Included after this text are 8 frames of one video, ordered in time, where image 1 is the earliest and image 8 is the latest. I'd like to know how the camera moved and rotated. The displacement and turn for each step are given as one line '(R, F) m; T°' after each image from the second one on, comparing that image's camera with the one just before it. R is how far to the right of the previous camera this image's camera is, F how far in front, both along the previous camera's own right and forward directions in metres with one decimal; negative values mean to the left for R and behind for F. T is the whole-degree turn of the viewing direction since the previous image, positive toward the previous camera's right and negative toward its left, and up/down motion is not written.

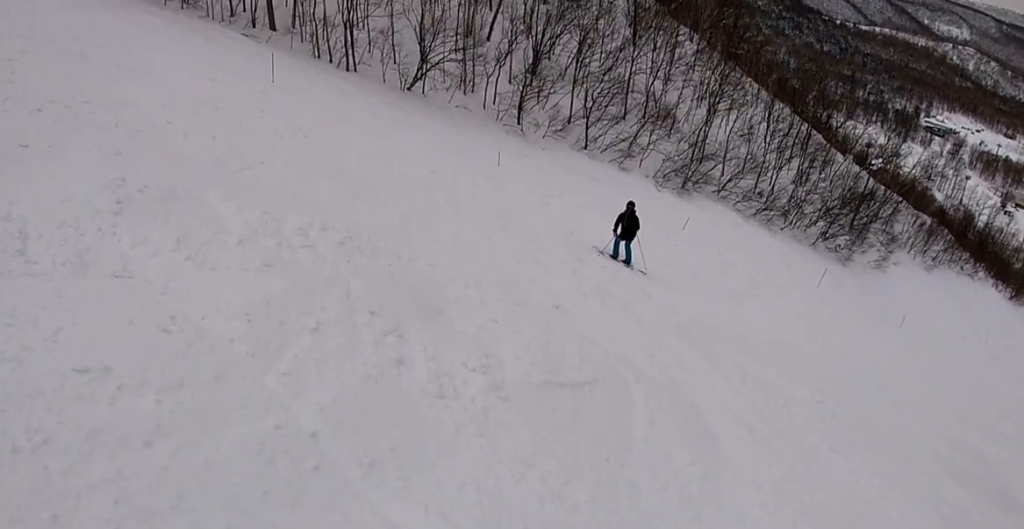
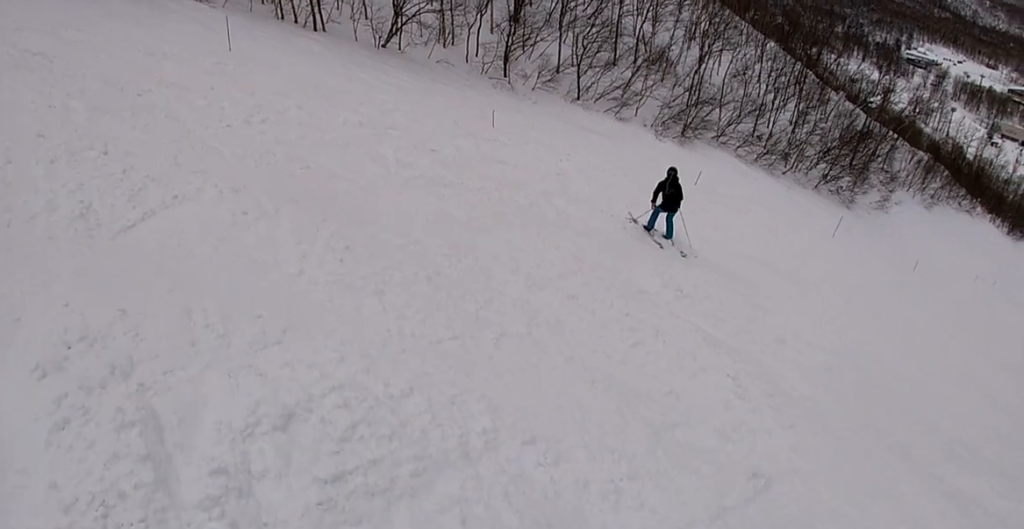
(0.0, +2.9) m; +3°
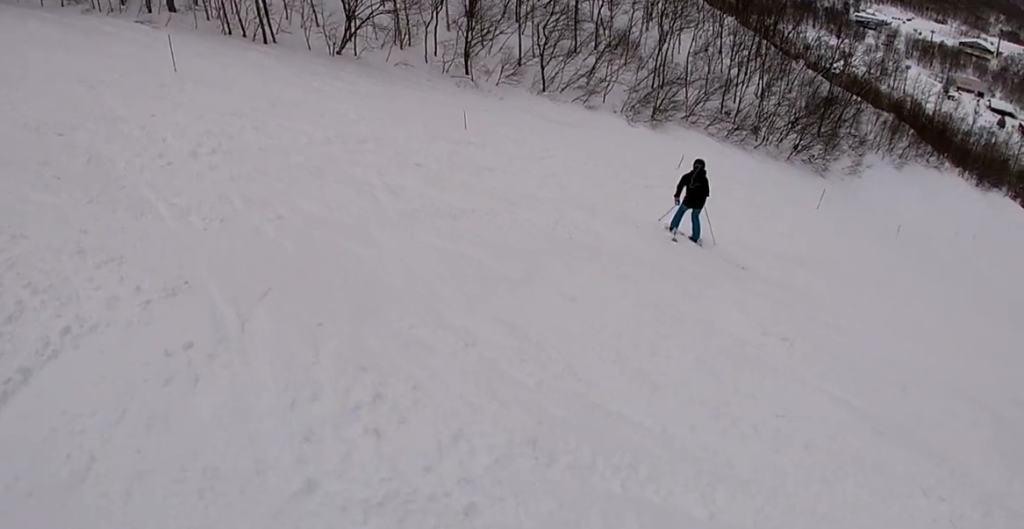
(+0.4, +1.7) m; -5°
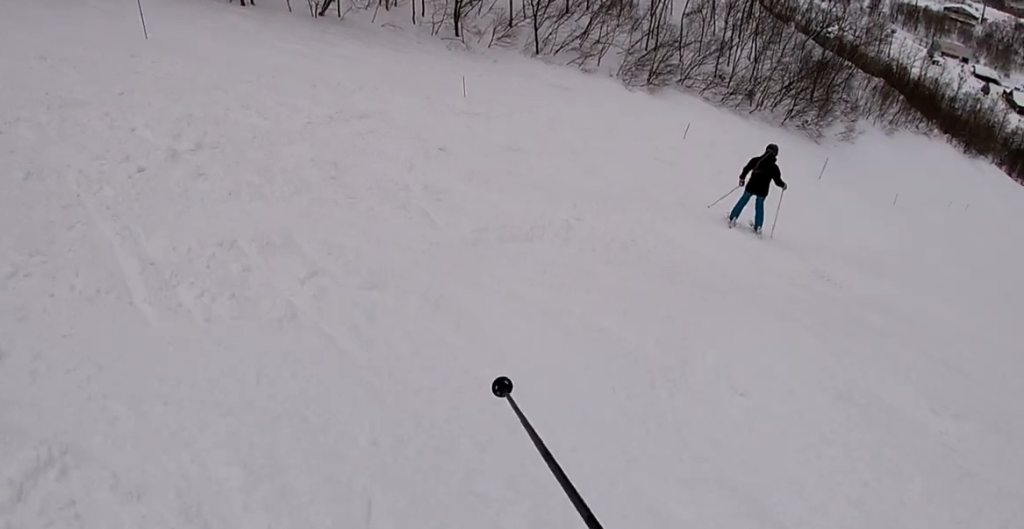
(0.0, +1.8) m; -7°
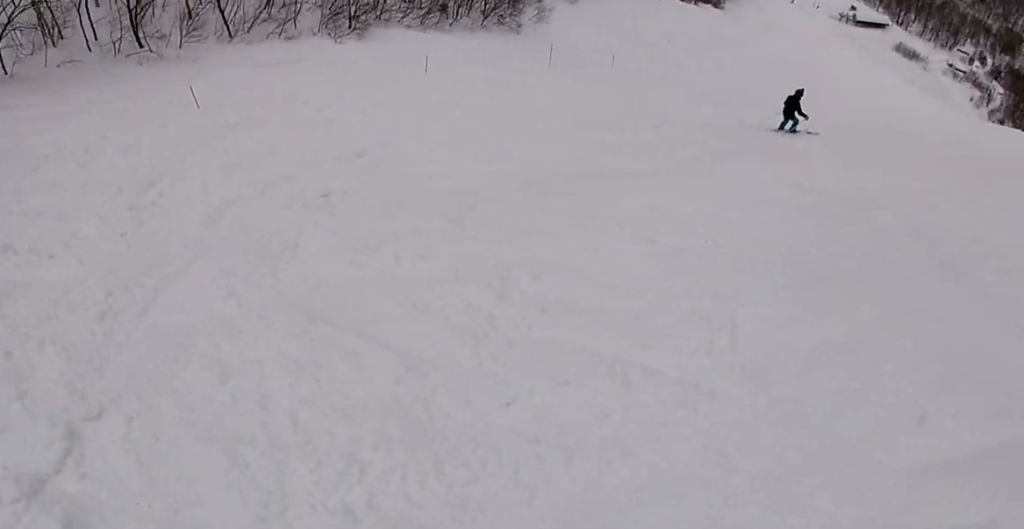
(-1.3, +6.4) m; +27°
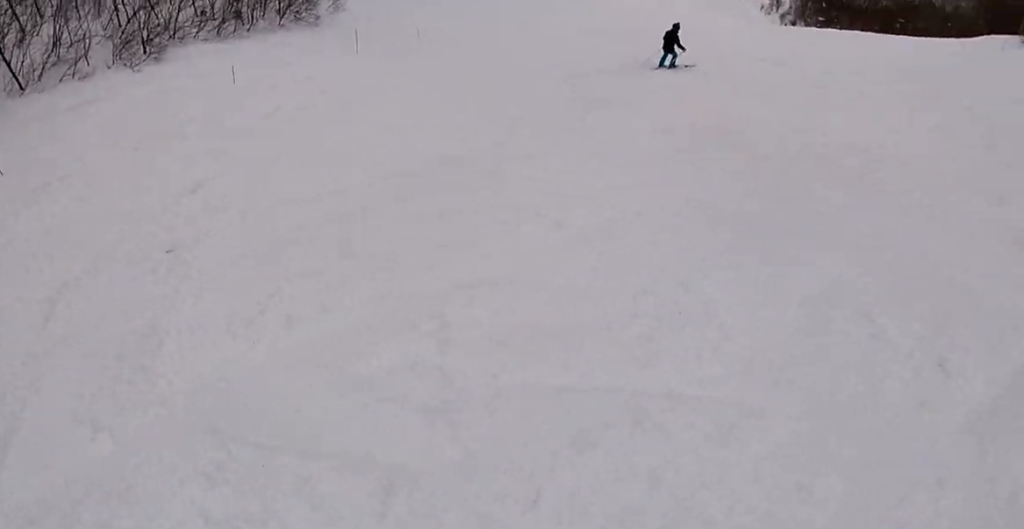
(+0.5, +0.9) m; +33°
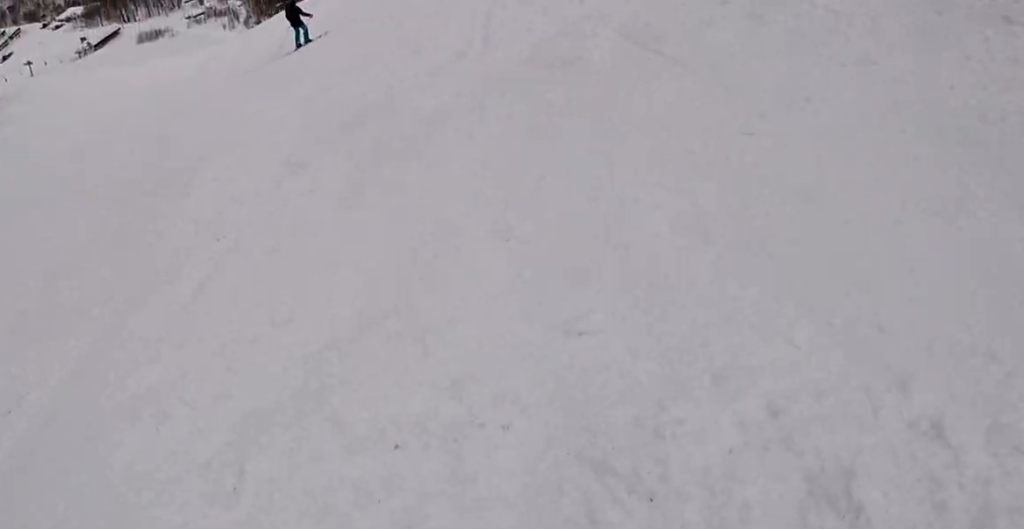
(+2.1, +2.3) m; +48°
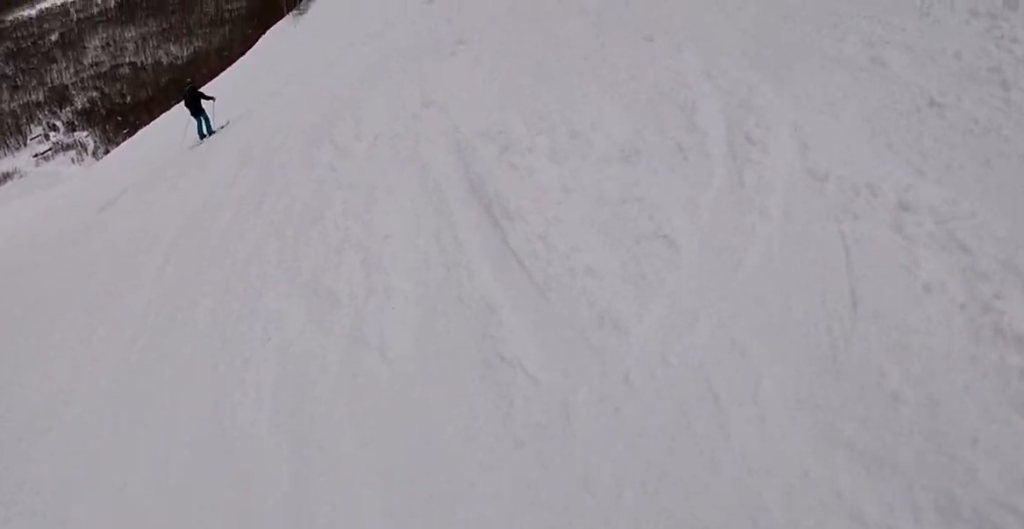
(+0.4, +3.7) m; +17°
